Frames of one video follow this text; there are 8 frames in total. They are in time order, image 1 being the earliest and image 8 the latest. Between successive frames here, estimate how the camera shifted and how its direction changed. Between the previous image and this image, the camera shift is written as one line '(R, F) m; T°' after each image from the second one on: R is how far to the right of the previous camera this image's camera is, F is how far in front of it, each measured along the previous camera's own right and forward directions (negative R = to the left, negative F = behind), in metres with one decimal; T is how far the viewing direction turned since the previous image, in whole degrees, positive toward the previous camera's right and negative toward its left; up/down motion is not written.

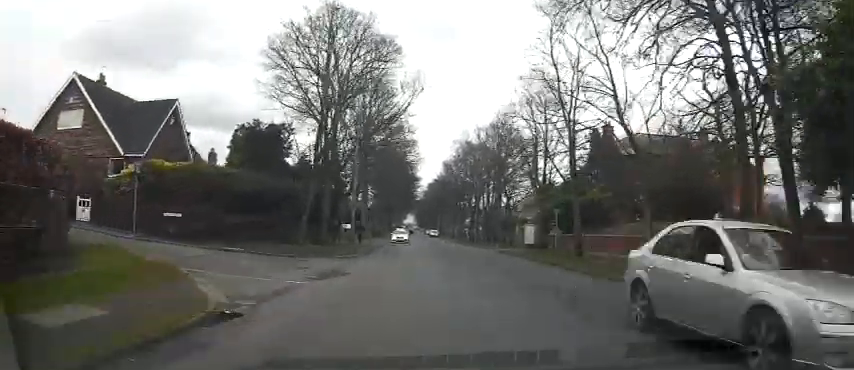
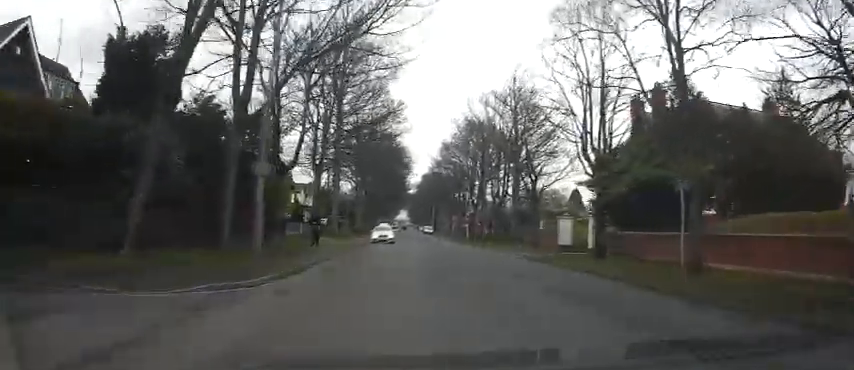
(-0.7, +16.7) m; -2°
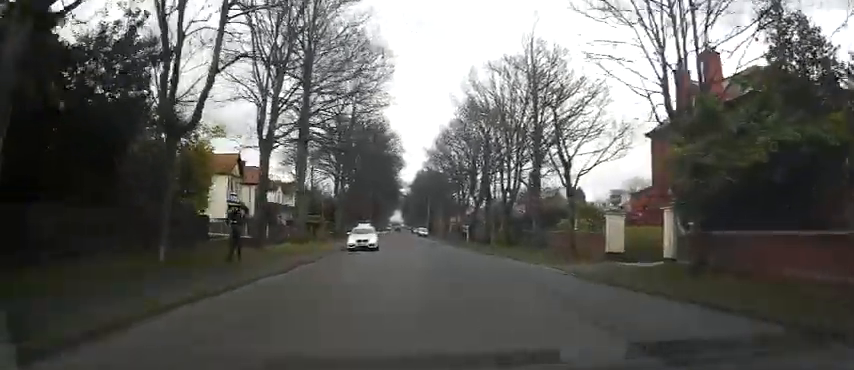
(+0.1, +11.0) m; 0°
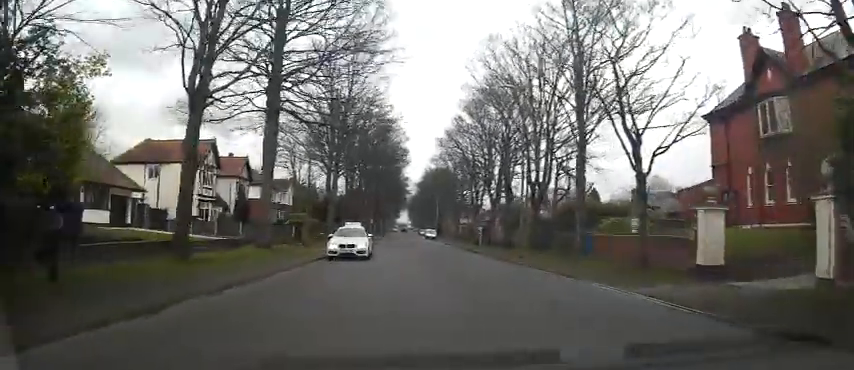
(0.0, +9.2) m; 0°
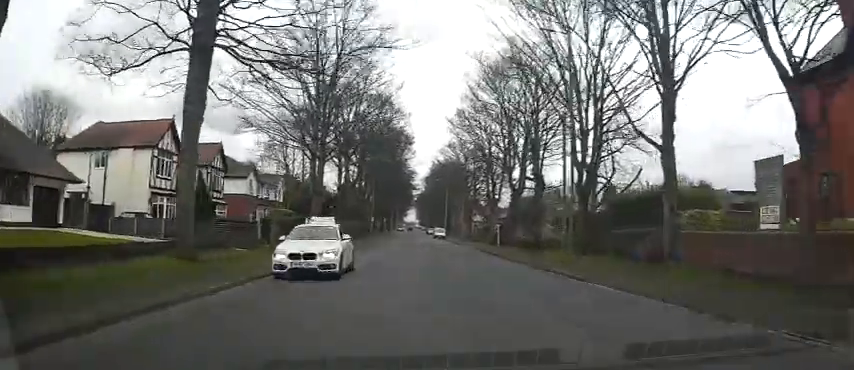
(-0.1, +9.3) m; 0°
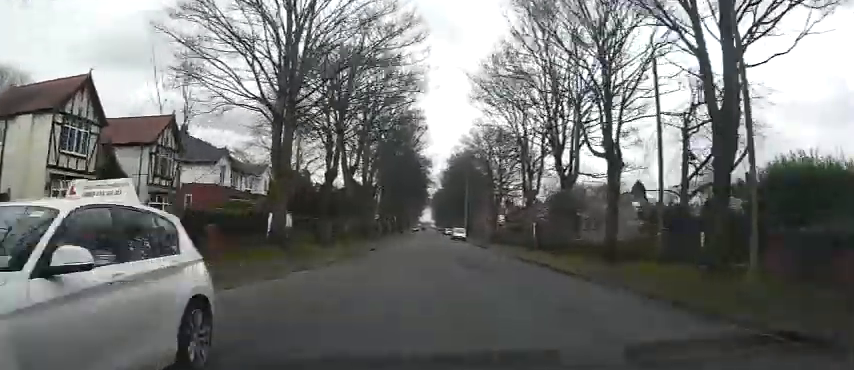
(0.0, +11.7) m; -3°
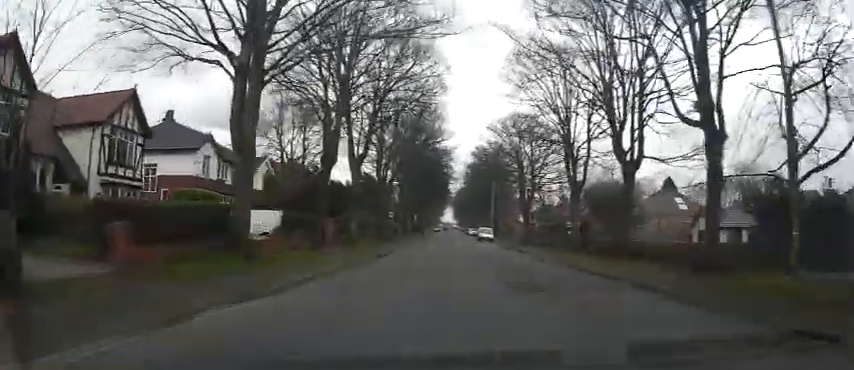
(-0.5, +7.5) m; -2°
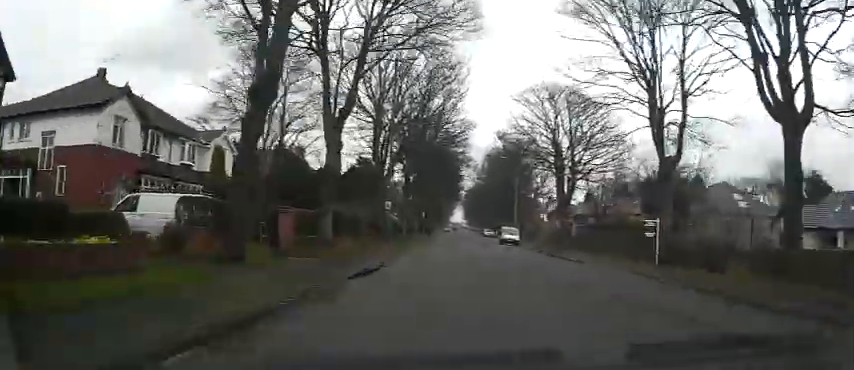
(+0.3, +12.5) m; -1°
